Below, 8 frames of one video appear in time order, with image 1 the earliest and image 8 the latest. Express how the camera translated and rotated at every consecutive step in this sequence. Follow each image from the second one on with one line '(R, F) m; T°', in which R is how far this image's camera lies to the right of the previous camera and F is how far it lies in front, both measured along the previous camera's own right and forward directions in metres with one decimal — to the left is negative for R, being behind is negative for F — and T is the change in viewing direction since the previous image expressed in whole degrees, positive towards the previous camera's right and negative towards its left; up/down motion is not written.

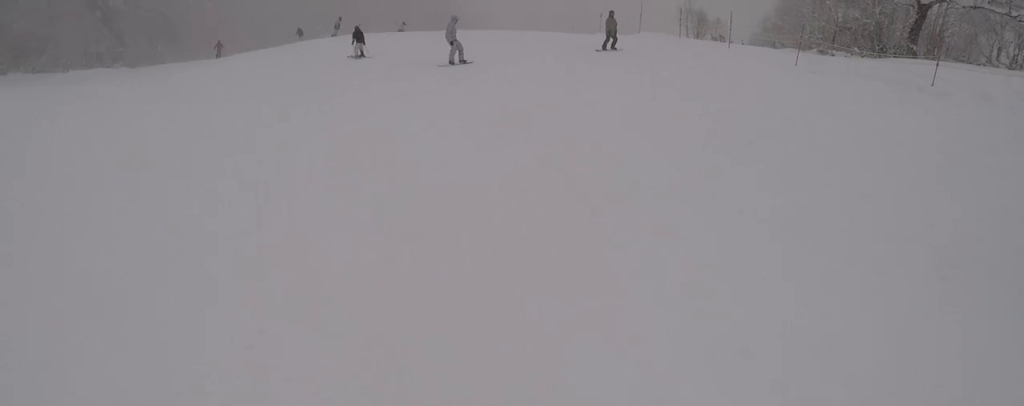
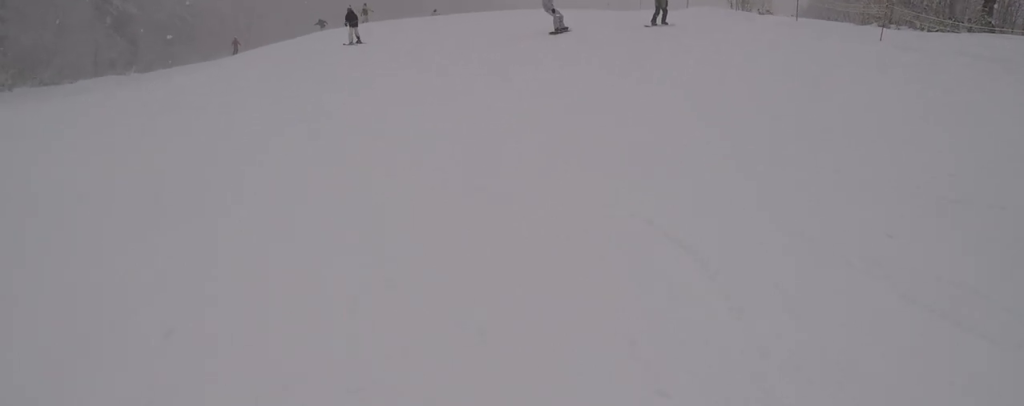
(+0.4, +2.7) m; 0°
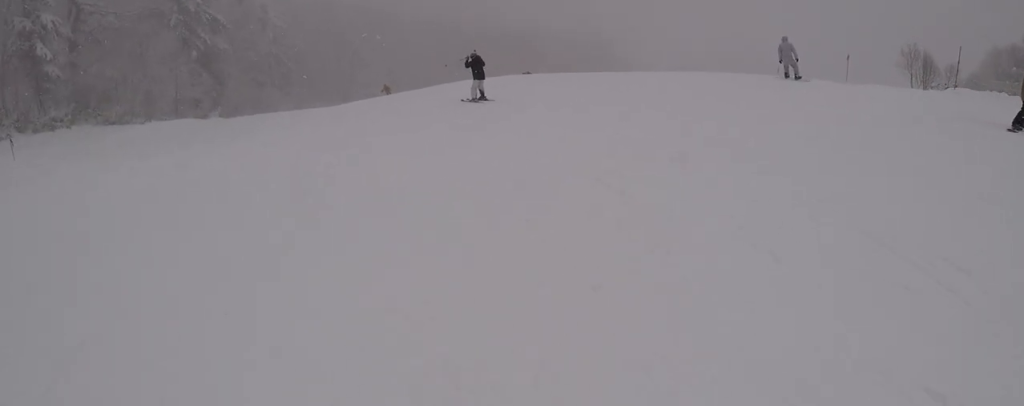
(-2.6, +9.4) m; -21°
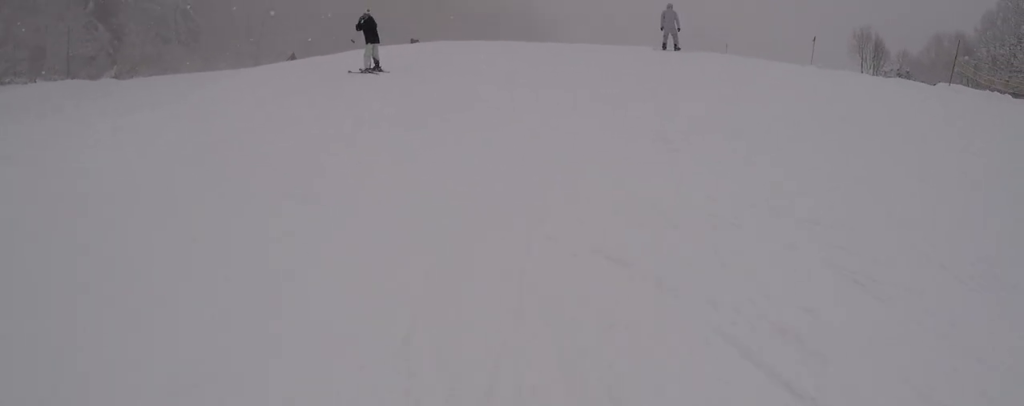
(0.0, +4.4) m; +4°
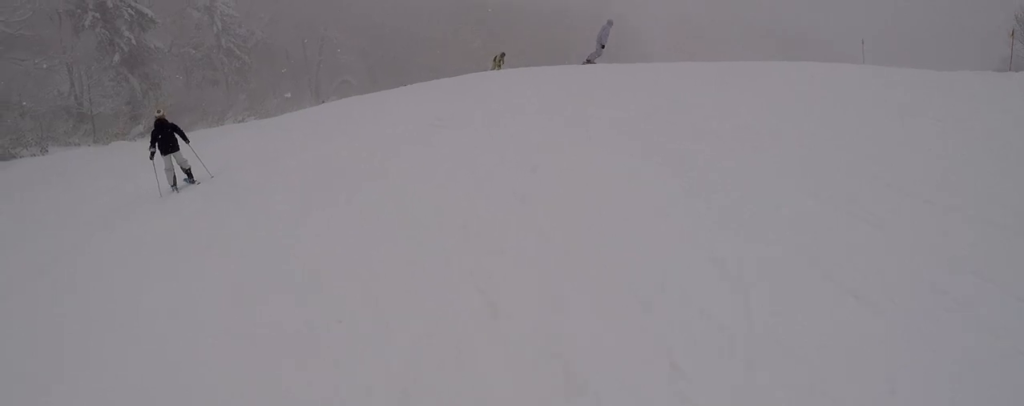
(+2.2, +8.9) m; +14°
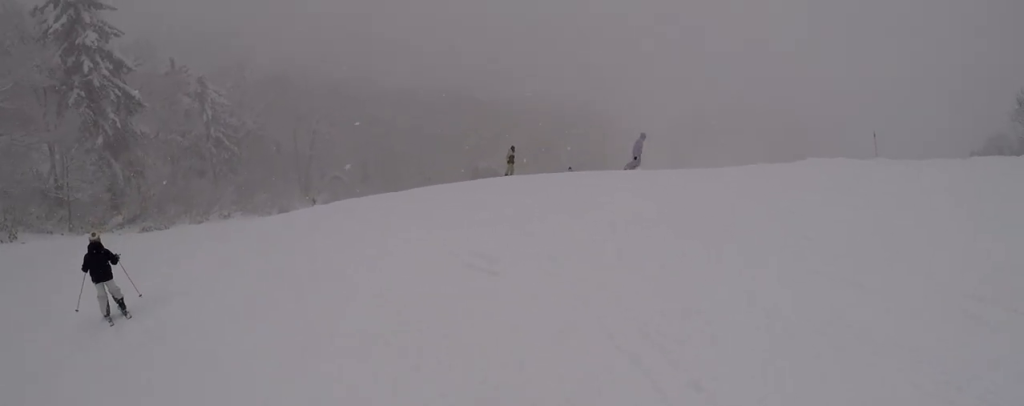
(-0.2, +2.7) m; -6°
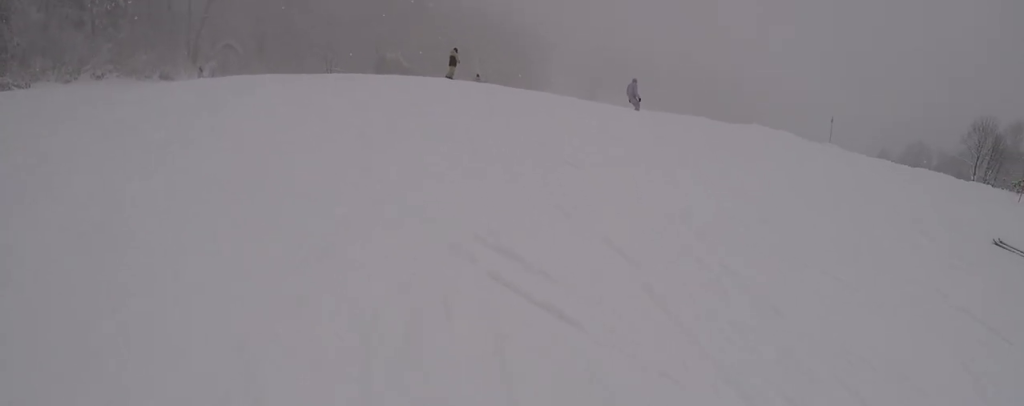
(-0.8, +3.2) m; -2°
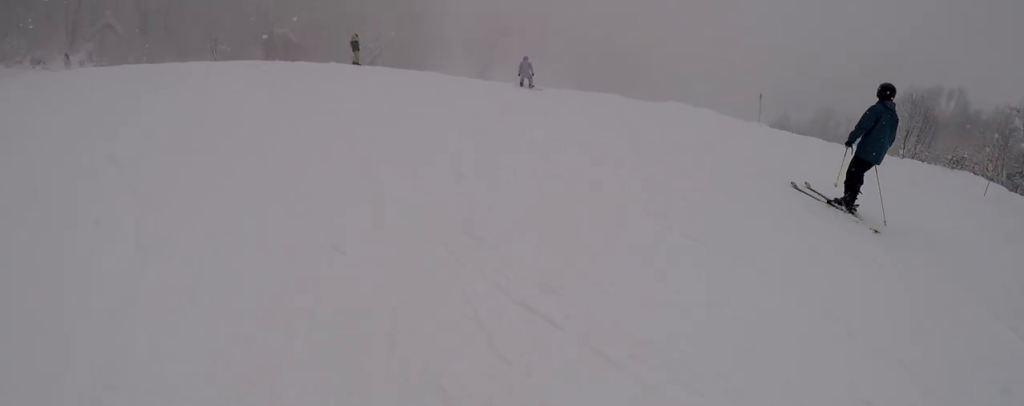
(+0.7, +3.7) m; +17°
